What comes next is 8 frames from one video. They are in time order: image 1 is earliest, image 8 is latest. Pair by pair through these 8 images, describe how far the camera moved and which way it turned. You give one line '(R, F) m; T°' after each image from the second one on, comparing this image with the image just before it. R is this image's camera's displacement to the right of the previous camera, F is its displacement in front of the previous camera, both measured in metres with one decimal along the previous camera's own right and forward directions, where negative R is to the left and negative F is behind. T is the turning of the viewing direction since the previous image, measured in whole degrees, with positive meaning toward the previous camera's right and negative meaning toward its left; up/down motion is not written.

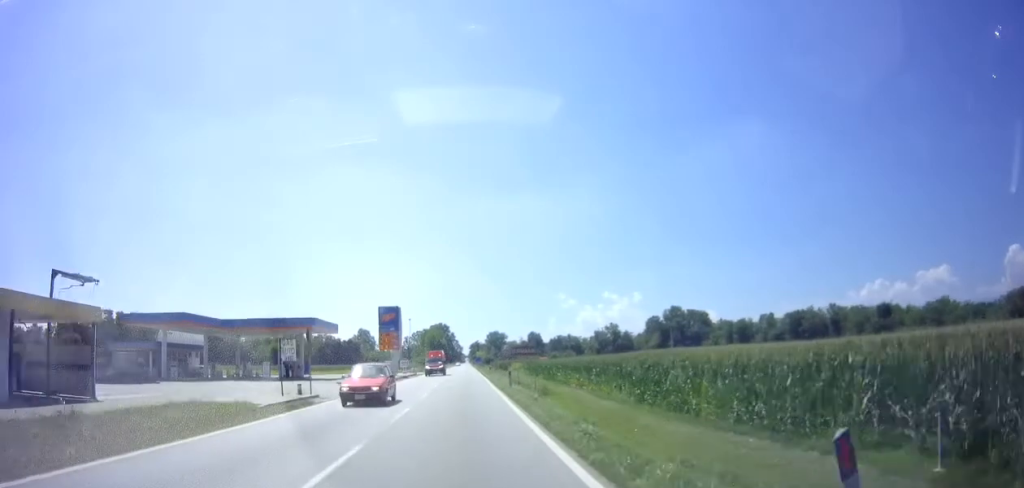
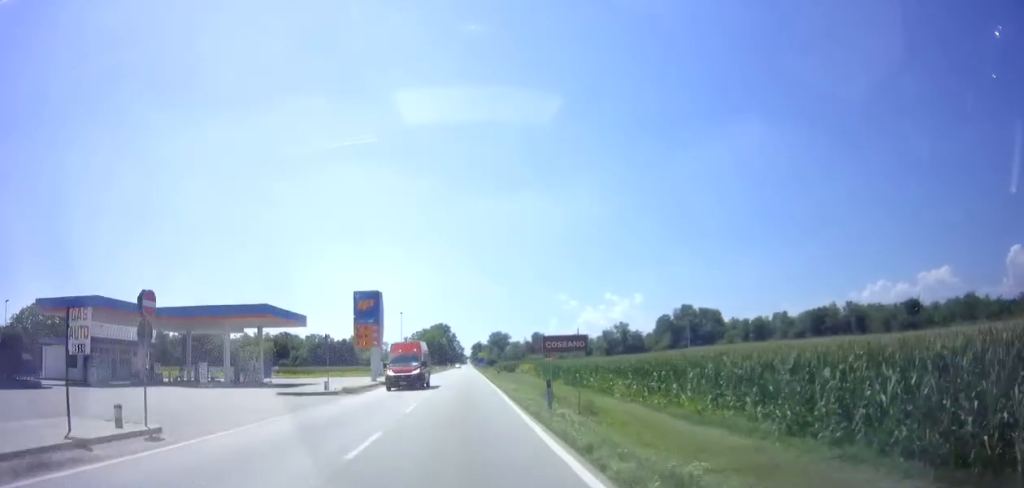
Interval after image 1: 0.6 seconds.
(-0.1, +12.7) m; +1°
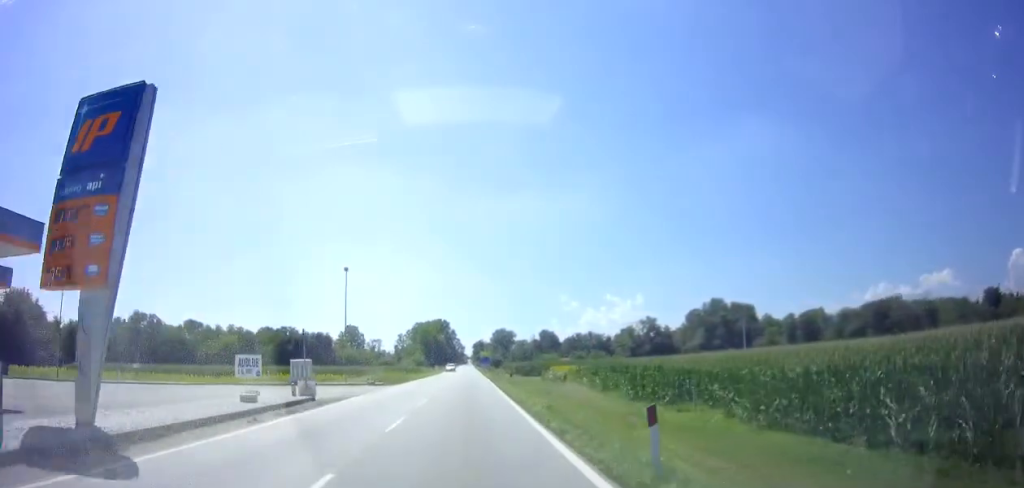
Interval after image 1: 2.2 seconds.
(+0.2, +32.9) m; -1°
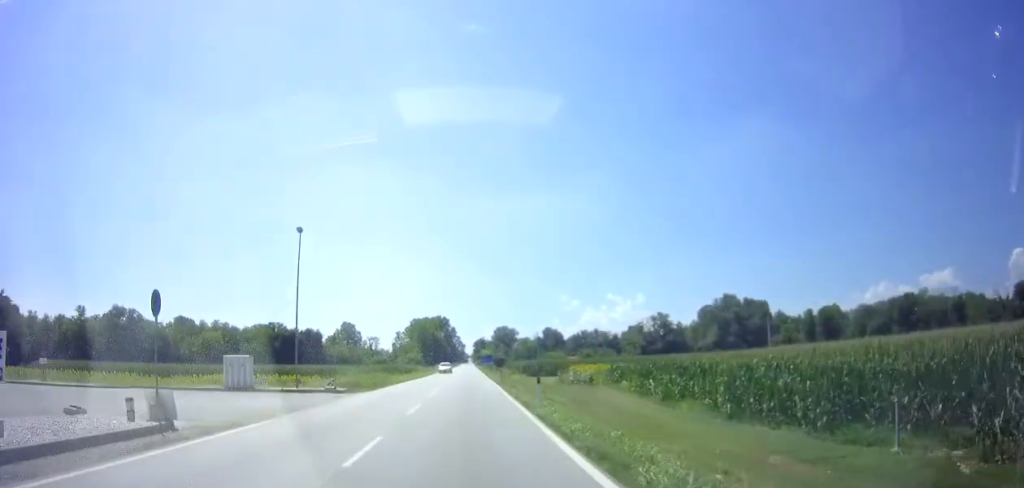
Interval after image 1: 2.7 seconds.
(-0.1, +11.2) m; 0°
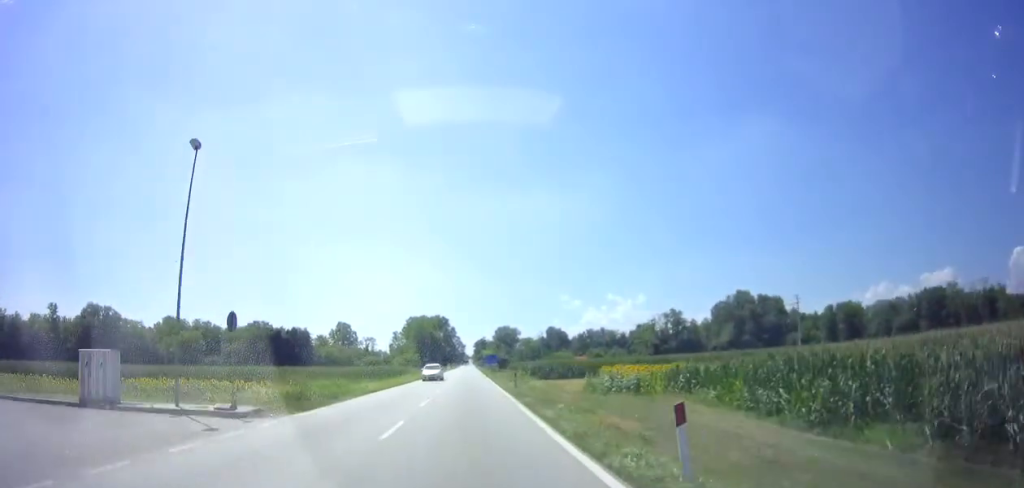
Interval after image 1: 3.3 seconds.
(0.0, +12.5) m; +1°
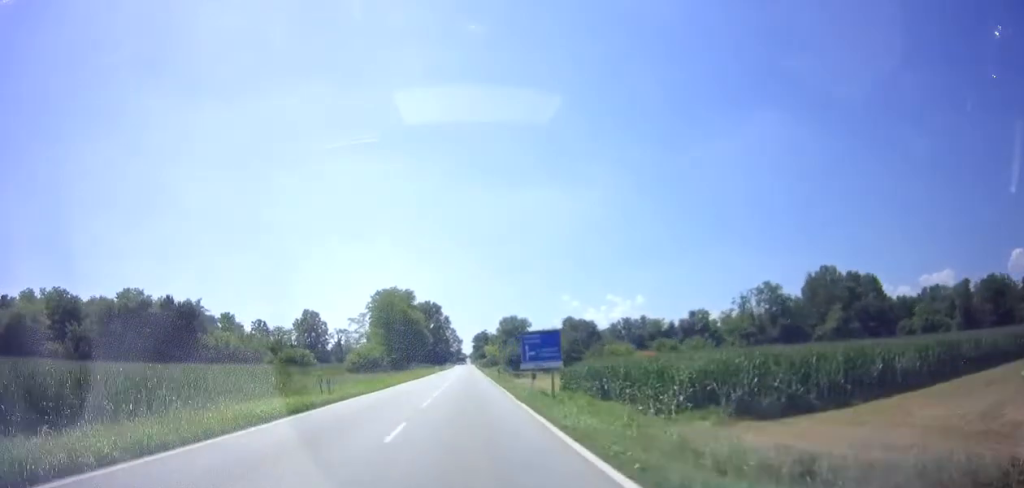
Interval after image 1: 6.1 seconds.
(+0.4, +58.6) m; 0°
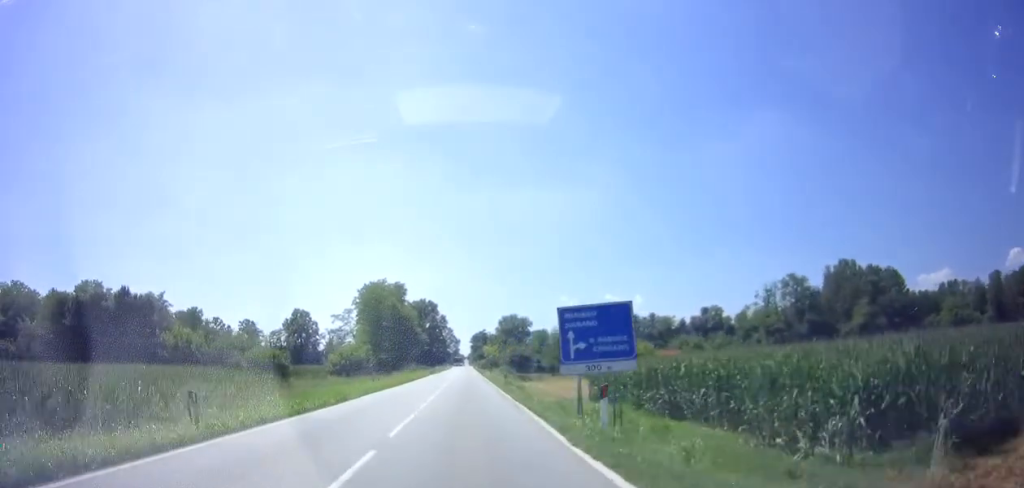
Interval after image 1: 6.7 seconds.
(+0.2, +11.7) m; 0°
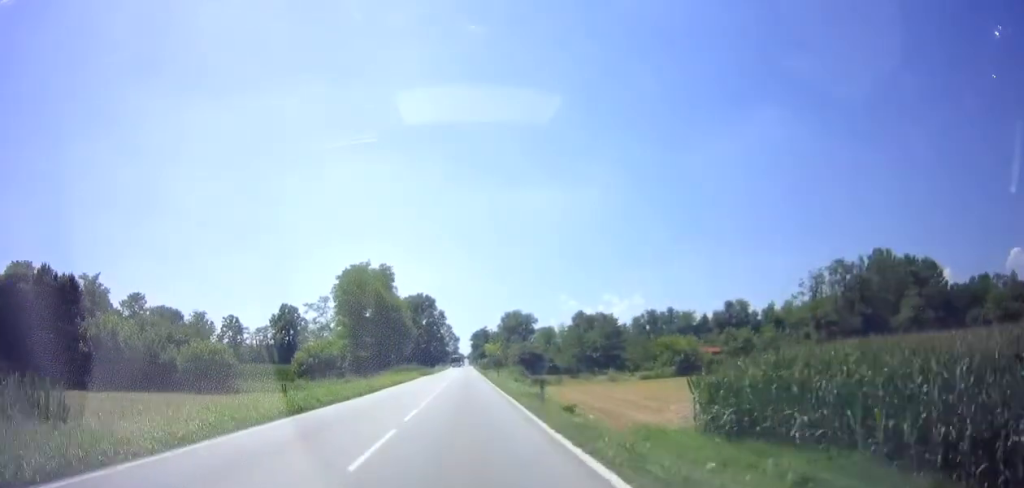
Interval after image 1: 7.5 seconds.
(-0.3, +15.8) m; 0°
